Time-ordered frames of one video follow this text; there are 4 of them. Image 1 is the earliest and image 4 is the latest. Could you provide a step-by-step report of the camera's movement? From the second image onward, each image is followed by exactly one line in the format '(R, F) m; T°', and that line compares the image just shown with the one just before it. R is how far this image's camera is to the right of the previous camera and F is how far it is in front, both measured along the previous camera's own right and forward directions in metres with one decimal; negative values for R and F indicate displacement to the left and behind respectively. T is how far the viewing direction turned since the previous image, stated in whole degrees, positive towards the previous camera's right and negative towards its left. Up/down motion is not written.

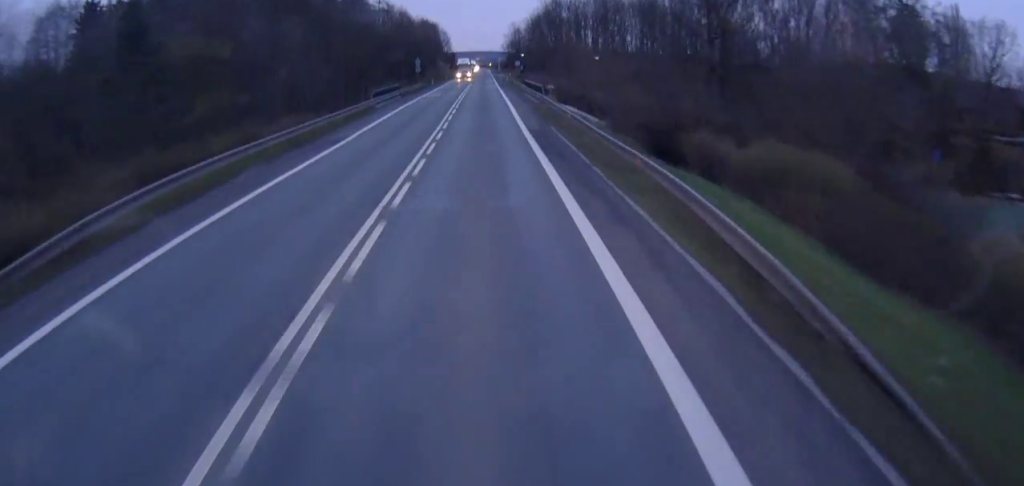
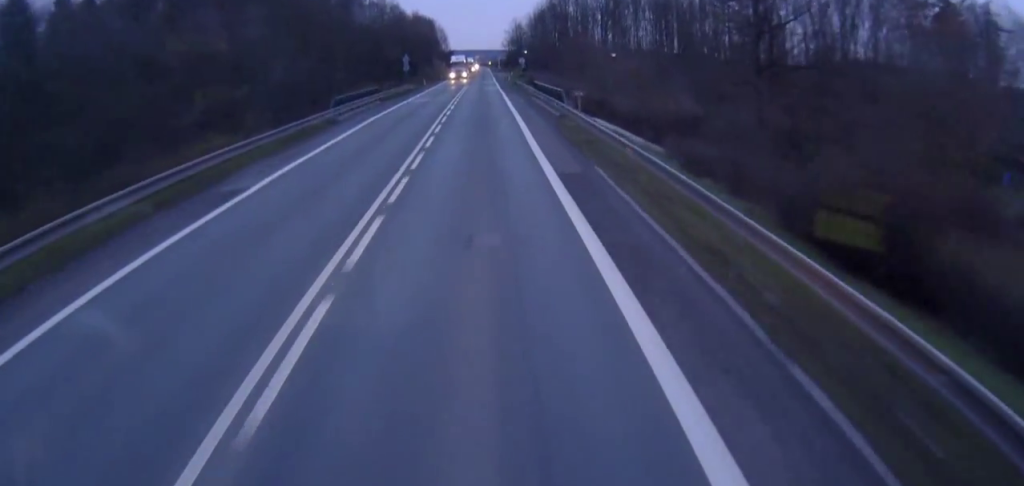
(+0.2, +13.4) m; 0°
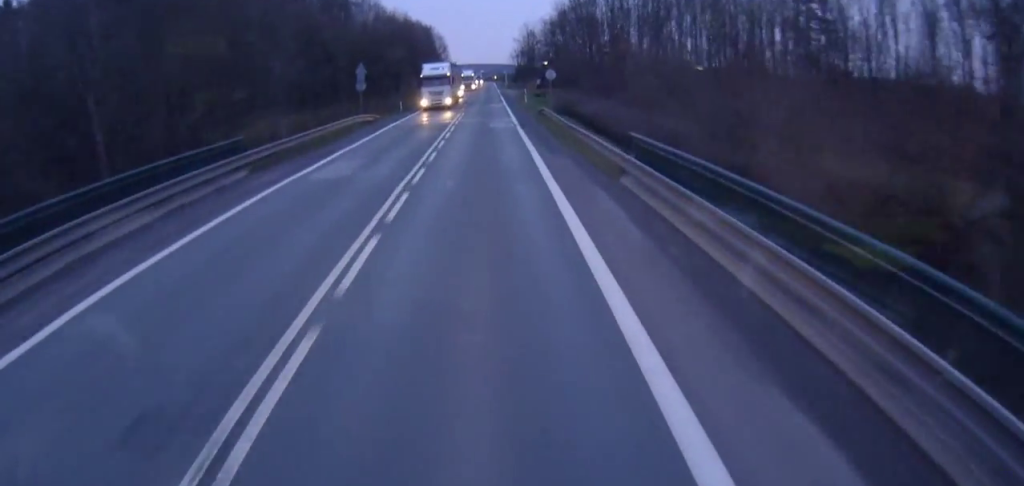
(-0.3, +33.0) m; 0°
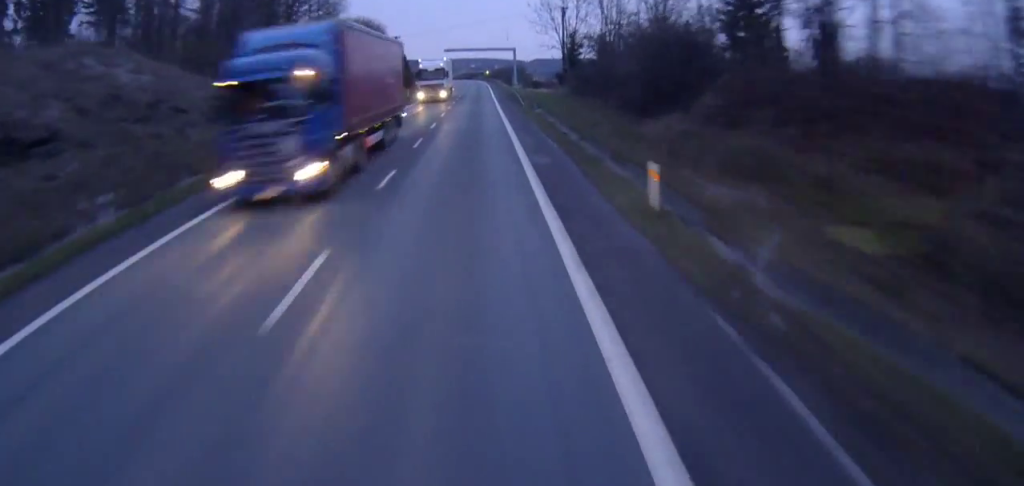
(-1.0, +152.4) m; 0°
